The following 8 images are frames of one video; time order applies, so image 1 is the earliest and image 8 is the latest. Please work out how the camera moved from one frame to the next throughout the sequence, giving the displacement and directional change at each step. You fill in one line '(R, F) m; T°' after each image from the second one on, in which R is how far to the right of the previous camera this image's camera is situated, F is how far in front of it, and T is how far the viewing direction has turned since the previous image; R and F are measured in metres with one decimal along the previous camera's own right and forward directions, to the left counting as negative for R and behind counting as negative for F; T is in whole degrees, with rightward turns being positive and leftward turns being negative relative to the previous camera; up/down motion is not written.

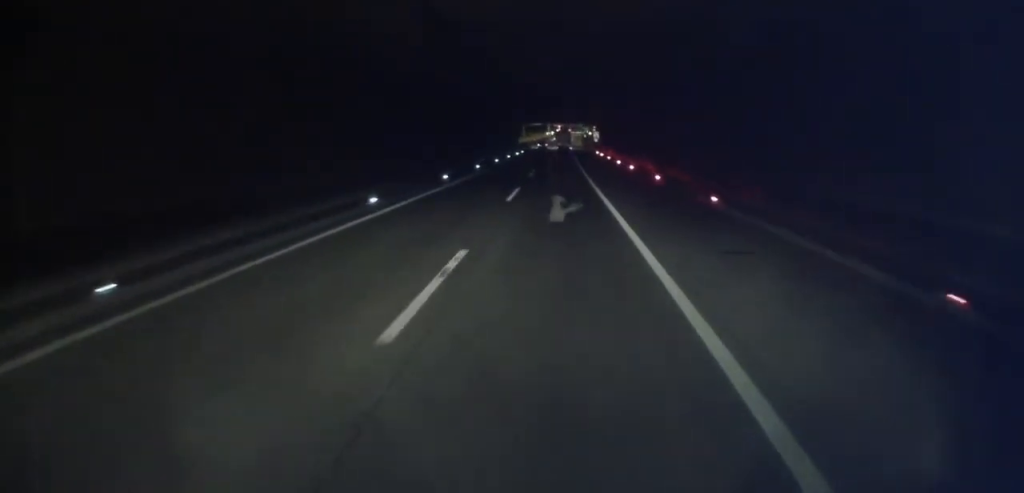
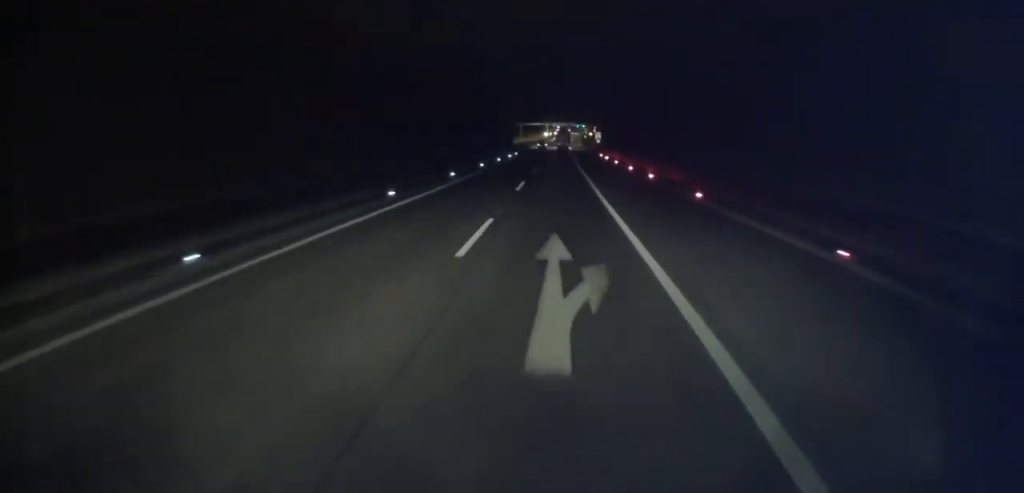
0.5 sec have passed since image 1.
(-0.1, +12.1) m; +1°
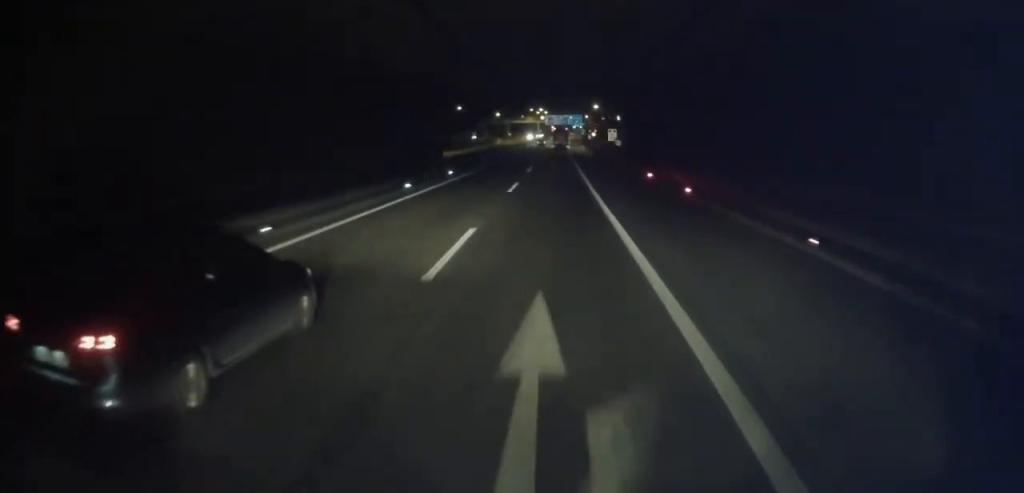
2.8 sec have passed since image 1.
(-0.1, +55.0) m; -1°
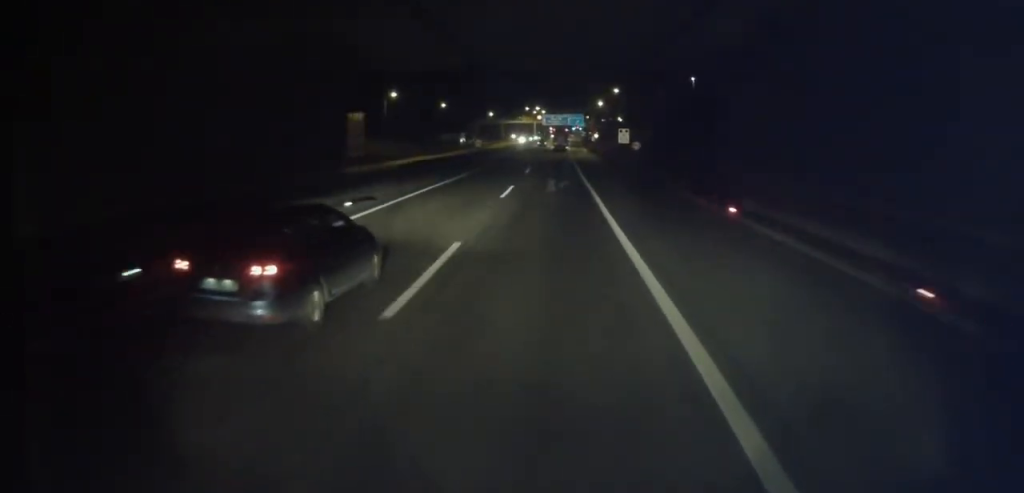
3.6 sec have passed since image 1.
(0.0, +19.6) m; 0°
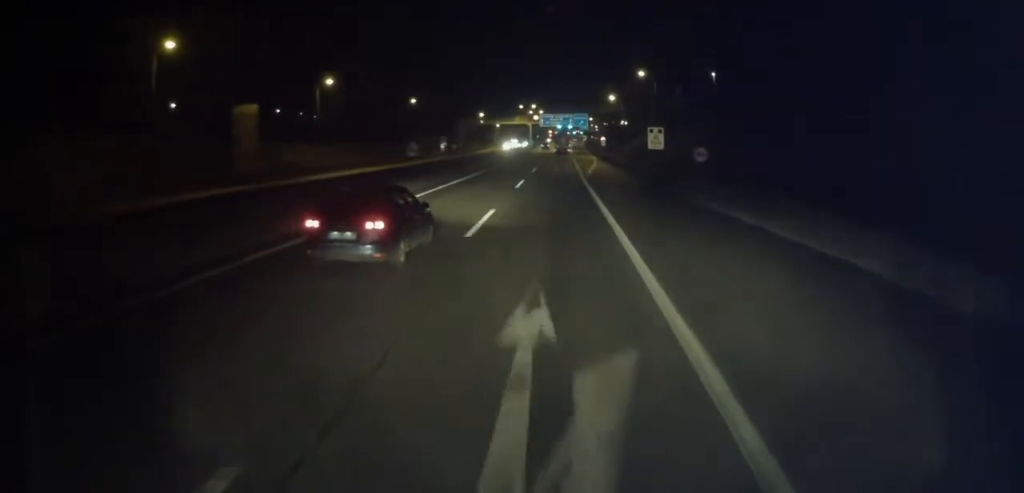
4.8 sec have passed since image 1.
(+0.3, +28.0) m; +2°
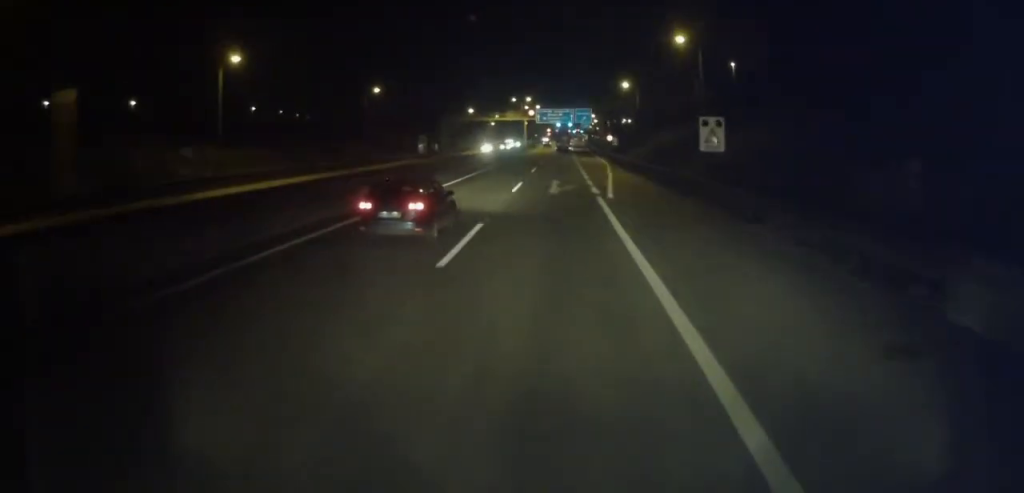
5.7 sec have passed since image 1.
(+0.4, +22.0) m; +1°
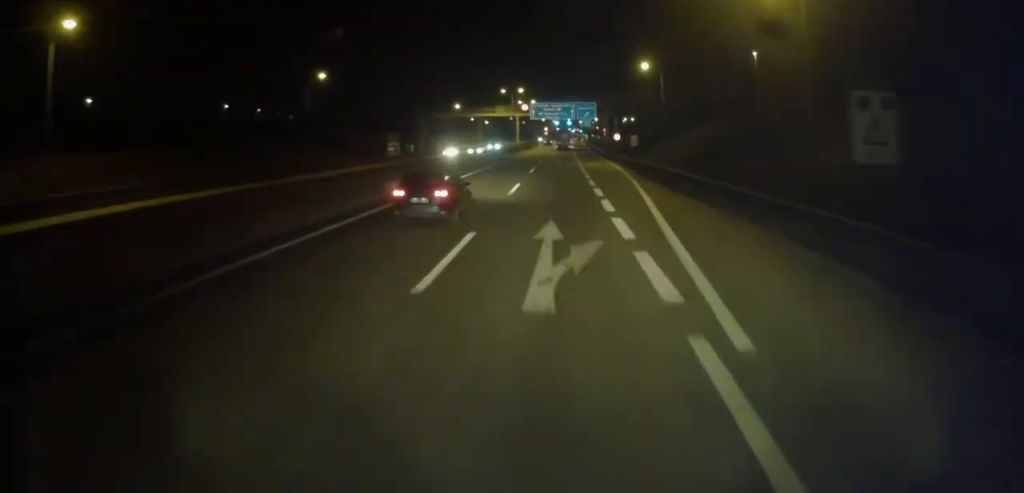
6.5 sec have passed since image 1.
(0.0, +20.4) m; +1°
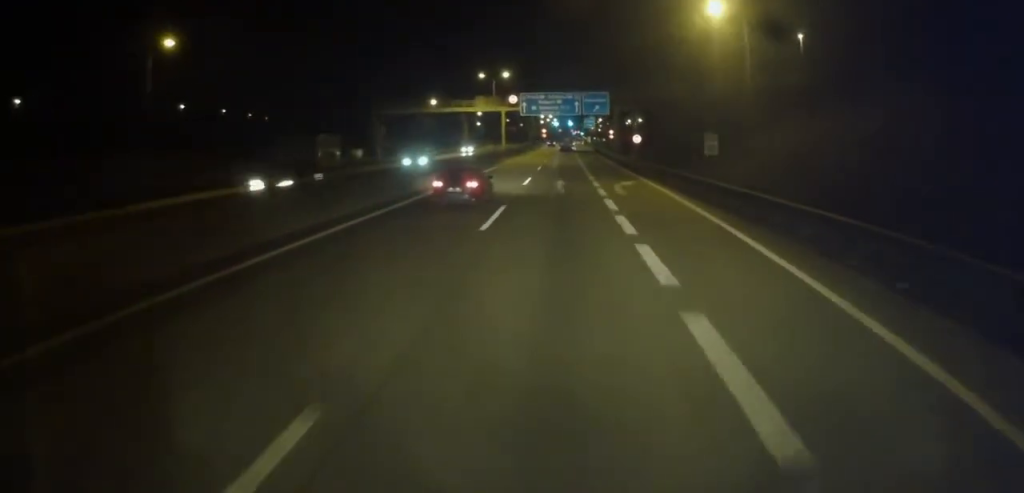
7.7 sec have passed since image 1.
(+0.4, +28.9) m; -1°
